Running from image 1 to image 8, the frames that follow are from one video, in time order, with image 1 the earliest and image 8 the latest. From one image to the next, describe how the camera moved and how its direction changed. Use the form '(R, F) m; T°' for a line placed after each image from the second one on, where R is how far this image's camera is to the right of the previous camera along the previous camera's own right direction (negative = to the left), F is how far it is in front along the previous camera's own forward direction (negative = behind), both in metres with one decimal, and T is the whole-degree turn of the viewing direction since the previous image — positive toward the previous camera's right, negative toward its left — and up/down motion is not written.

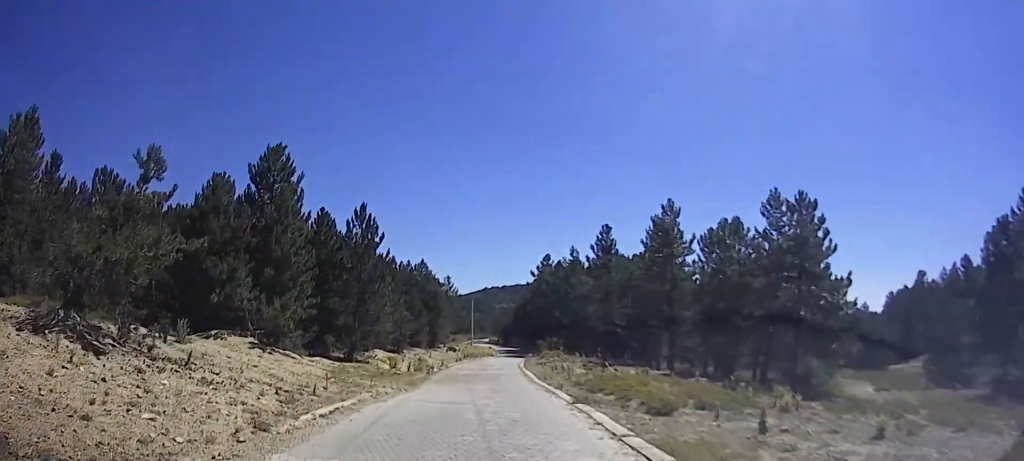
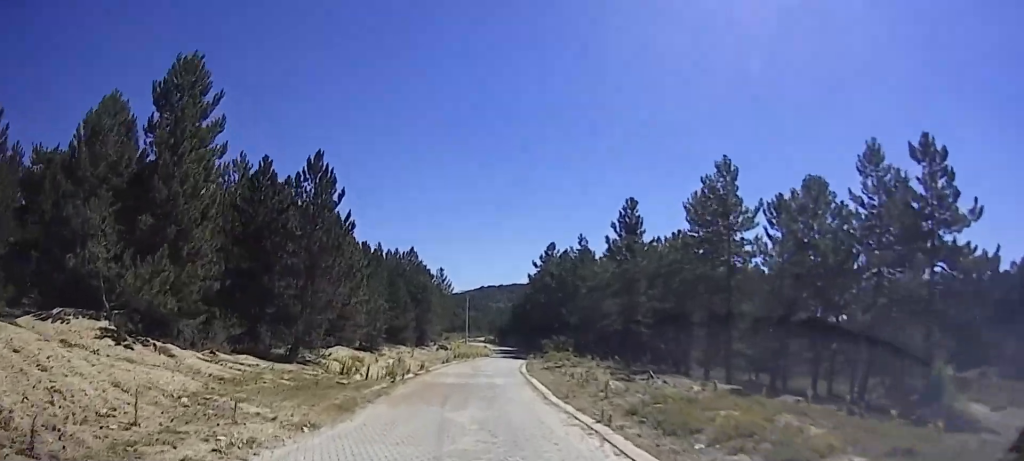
(-0.4, +8.7) m; +8°
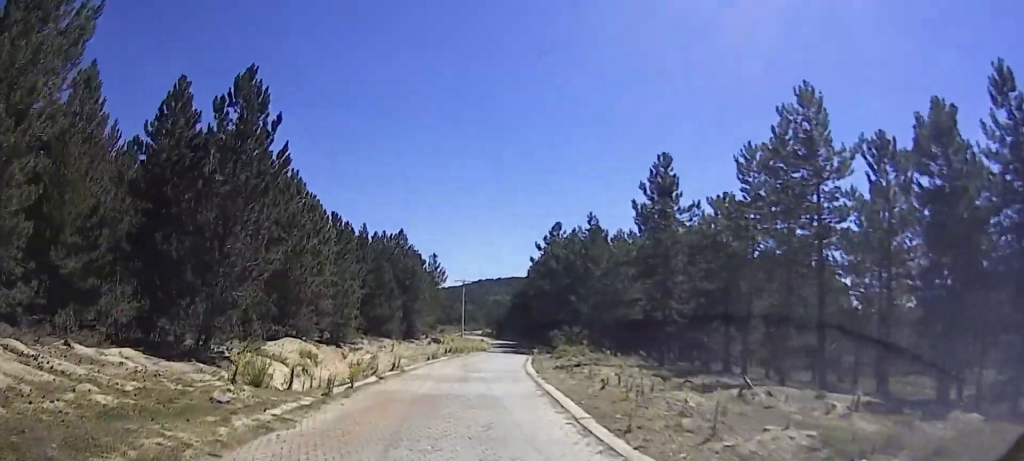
(+1.7, +7.4) m; +7°
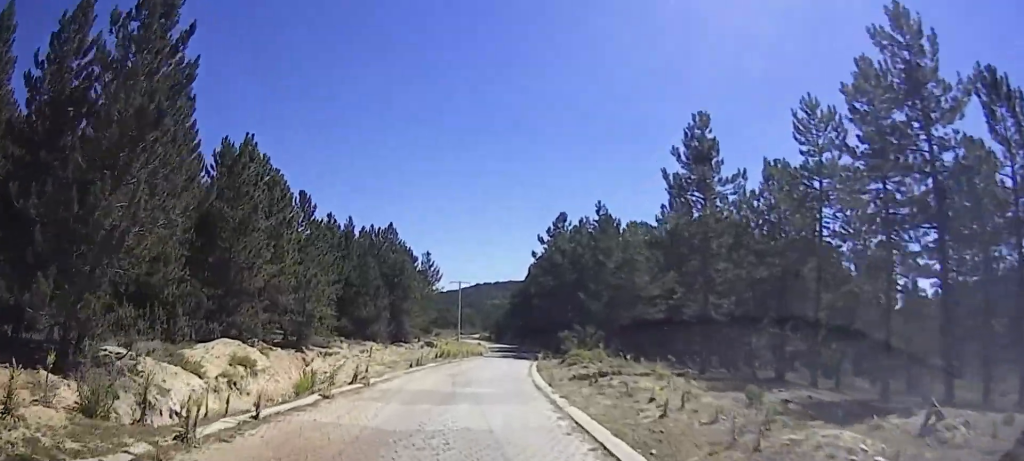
(0.0, +5.9) m; 0°
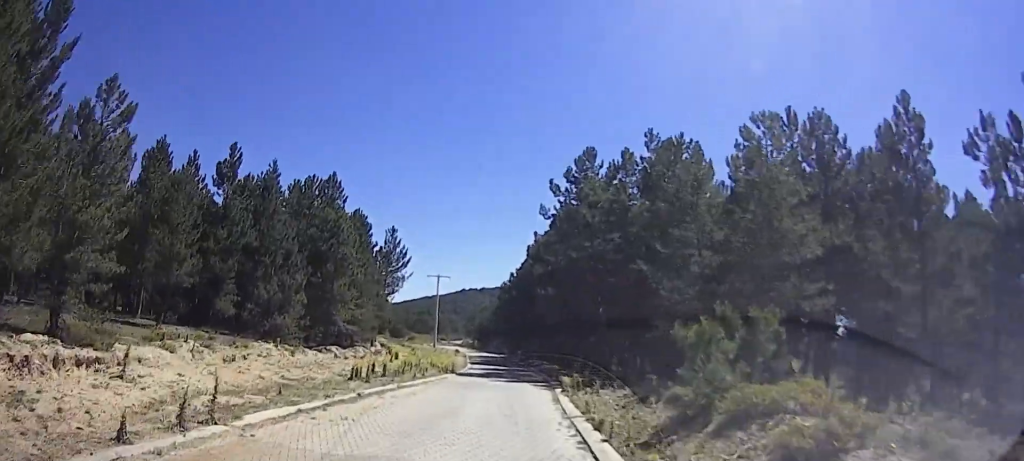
(-1.2, +20.1) m; -7°
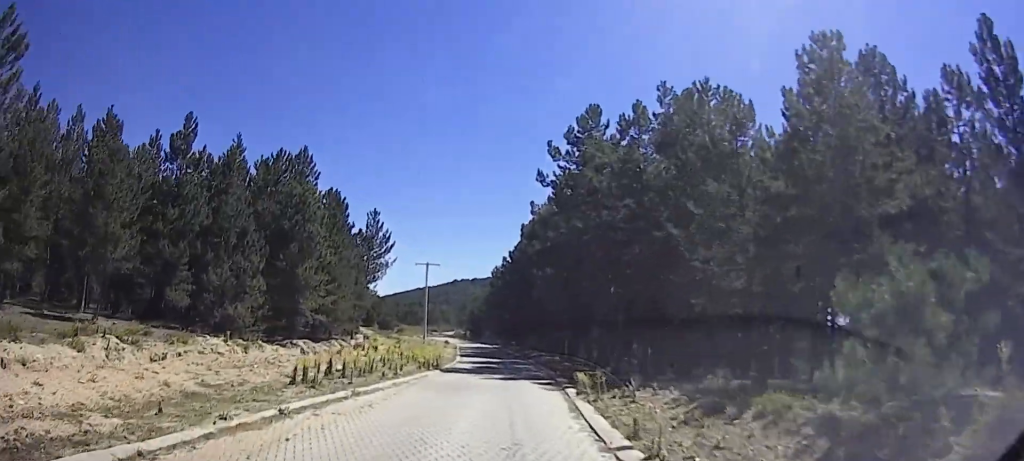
(-0.3, +5.1) m; -1°
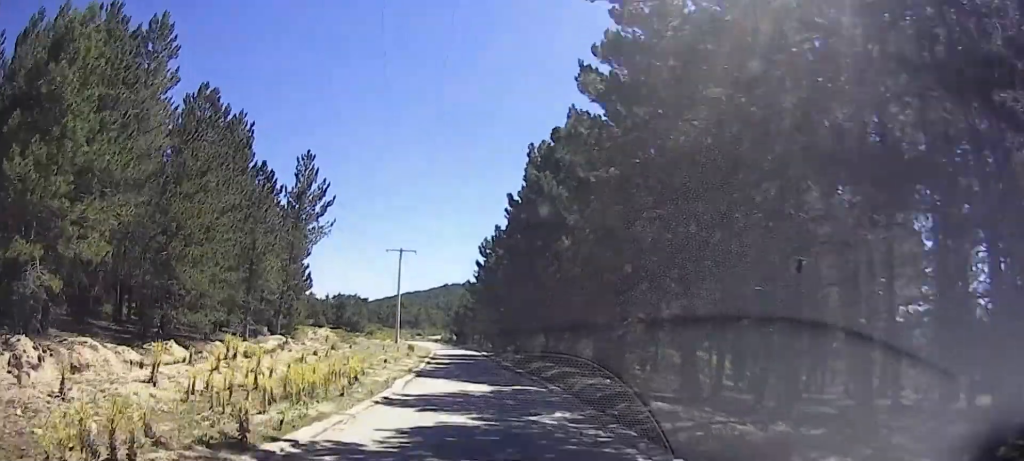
(-0.7, +20.3) m; -2°
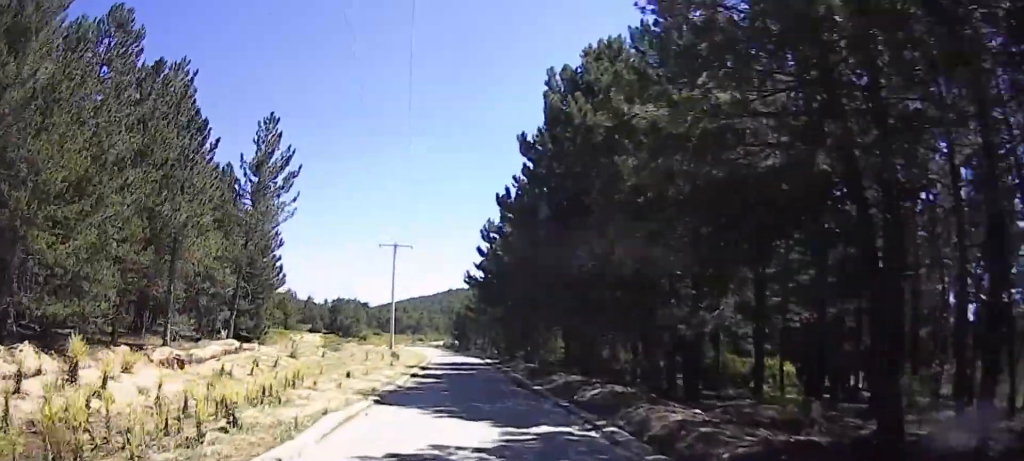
(0.0, +8.3) m; 0°
